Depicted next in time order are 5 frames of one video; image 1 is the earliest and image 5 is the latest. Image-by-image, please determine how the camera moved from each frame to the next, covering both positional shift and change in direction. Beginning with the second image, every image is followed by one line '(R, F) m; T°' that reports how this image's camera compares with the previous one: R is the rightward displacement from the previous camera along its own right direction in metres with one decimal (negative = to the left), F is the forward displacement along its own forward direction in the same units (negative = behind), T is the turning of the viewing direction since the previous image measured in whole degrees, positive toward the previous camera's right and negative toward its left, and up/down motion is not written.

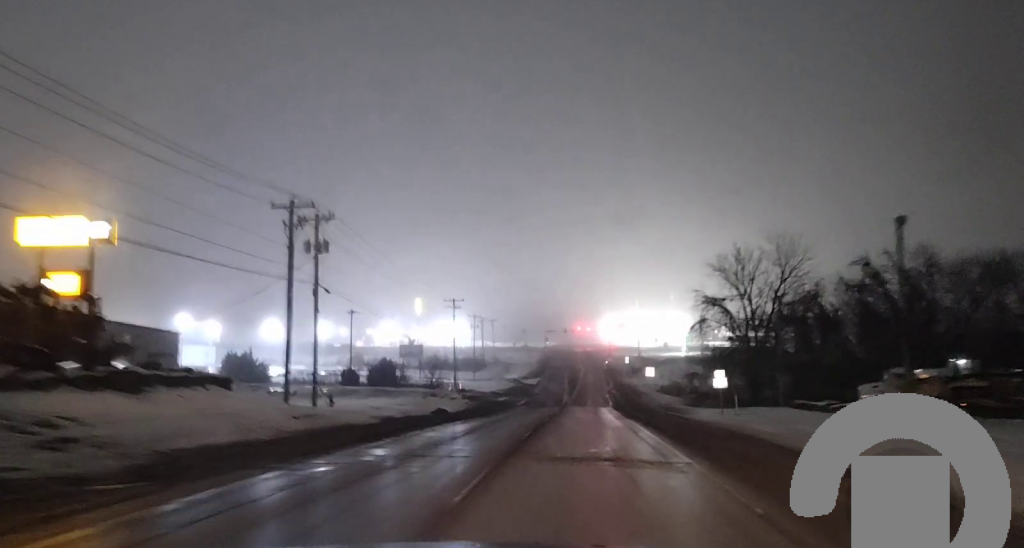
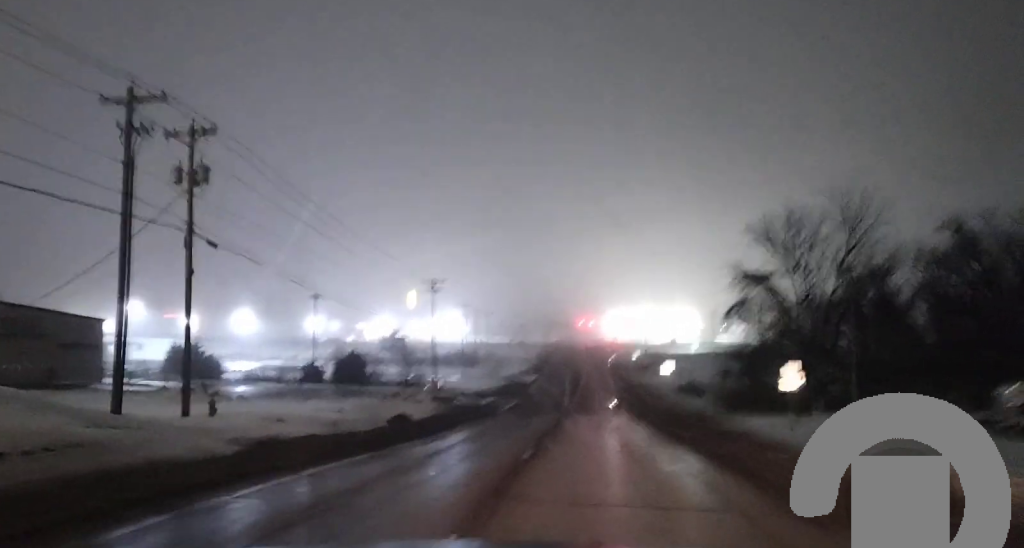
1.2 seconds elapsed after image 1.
(-0.3, +16.9) m; -2°
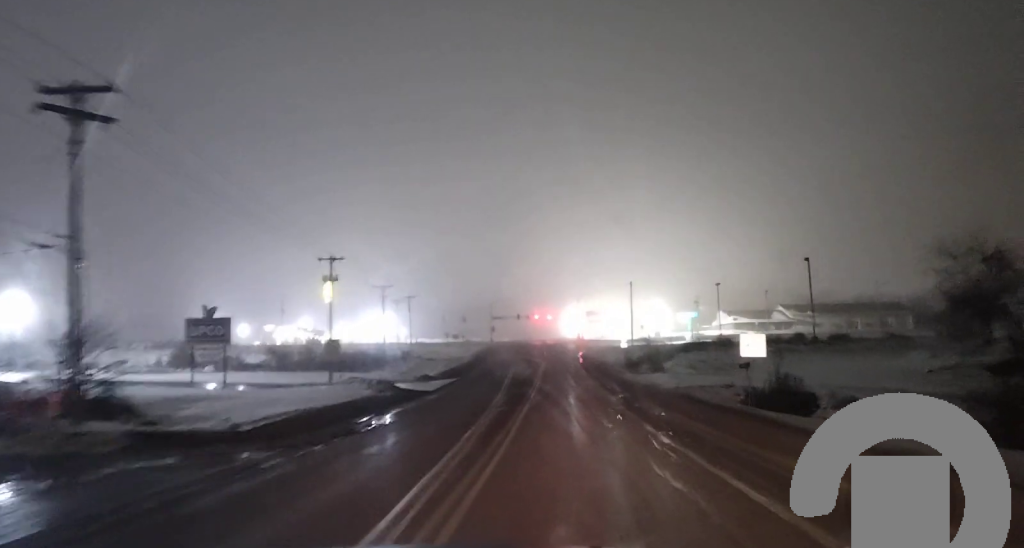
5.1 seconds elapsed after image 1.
(+1.7, +56.9) m; +4°
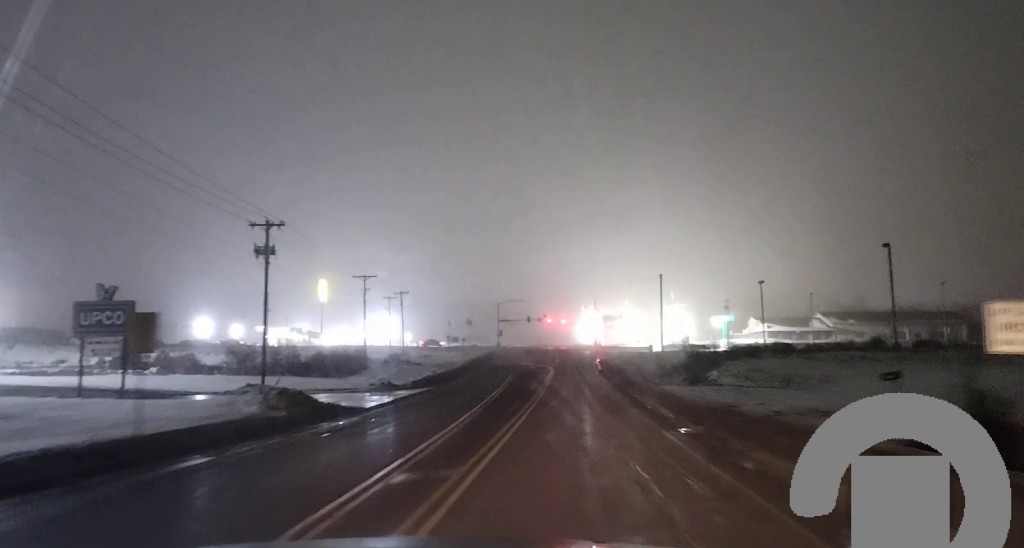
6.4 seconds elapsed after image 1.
(0.0, +19.5) m; -1°
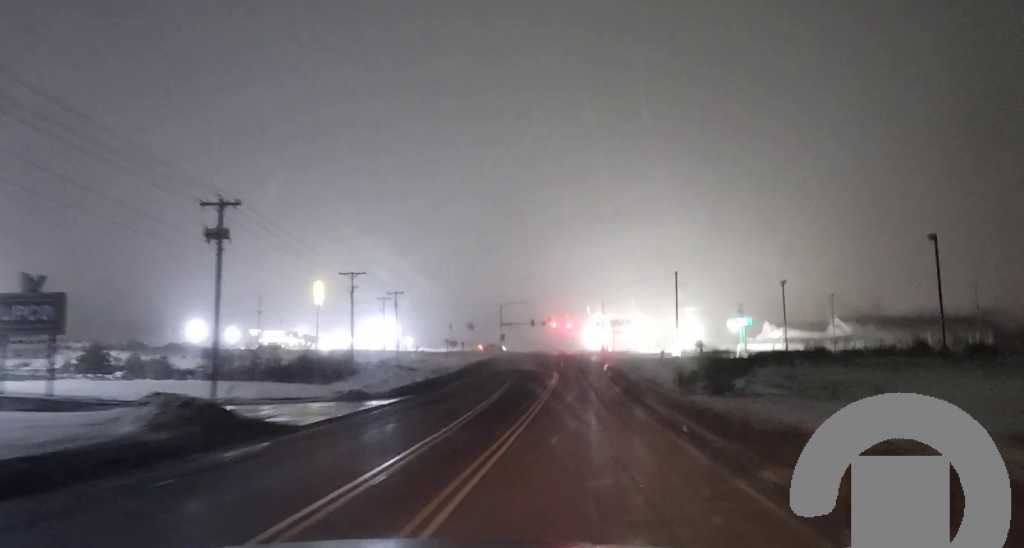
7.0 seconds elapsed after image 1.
(-0.1, +9.1) m; 0°
